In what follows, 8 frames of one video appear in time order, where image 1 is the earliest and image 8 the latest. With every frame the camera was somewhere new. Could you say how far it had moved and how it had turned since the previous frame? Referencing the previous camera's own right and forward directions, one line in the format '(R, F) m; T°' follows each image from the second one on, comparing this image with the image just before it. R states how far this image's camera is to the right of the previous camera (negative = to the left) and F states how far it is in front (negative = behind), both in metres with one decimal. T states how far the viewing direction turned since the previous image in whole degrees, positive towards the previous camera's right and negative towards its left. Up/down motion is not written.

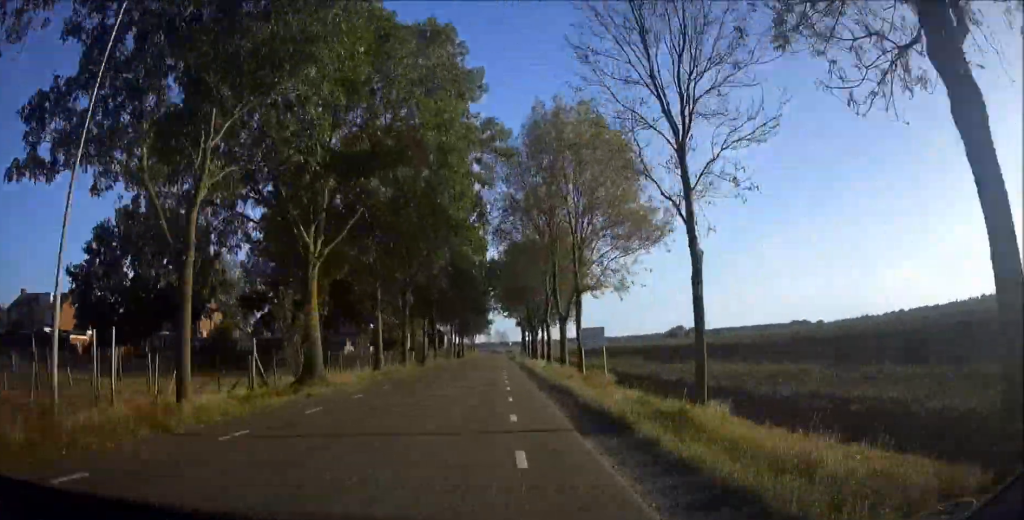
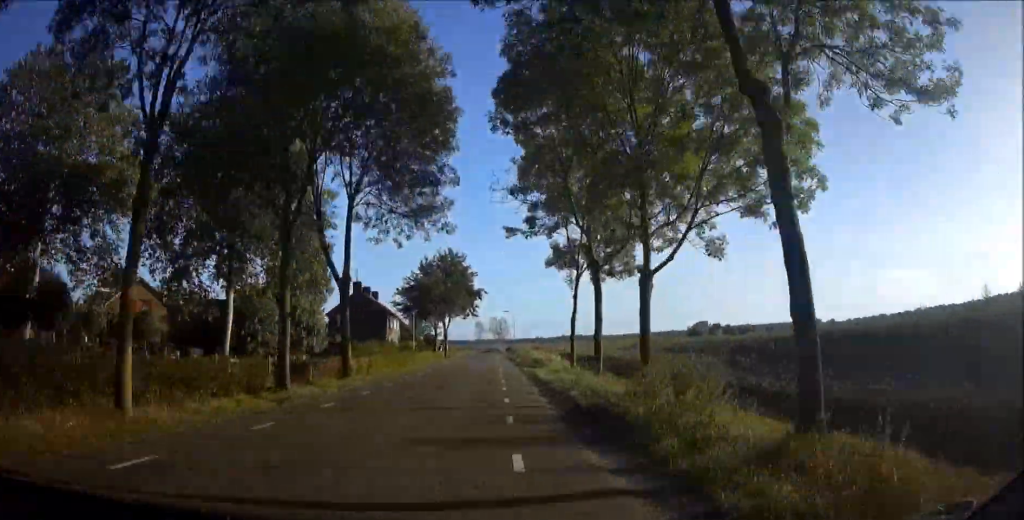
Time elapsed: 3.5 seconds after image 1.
(+0.3, +75.2) m; +1°
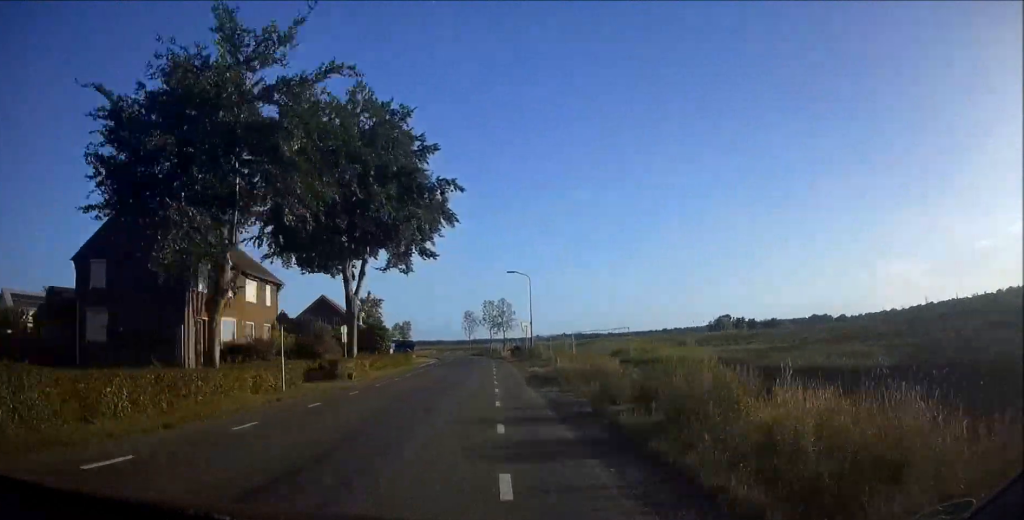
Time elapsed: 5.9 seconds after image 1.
(+0.1, +51.7) m; -1°
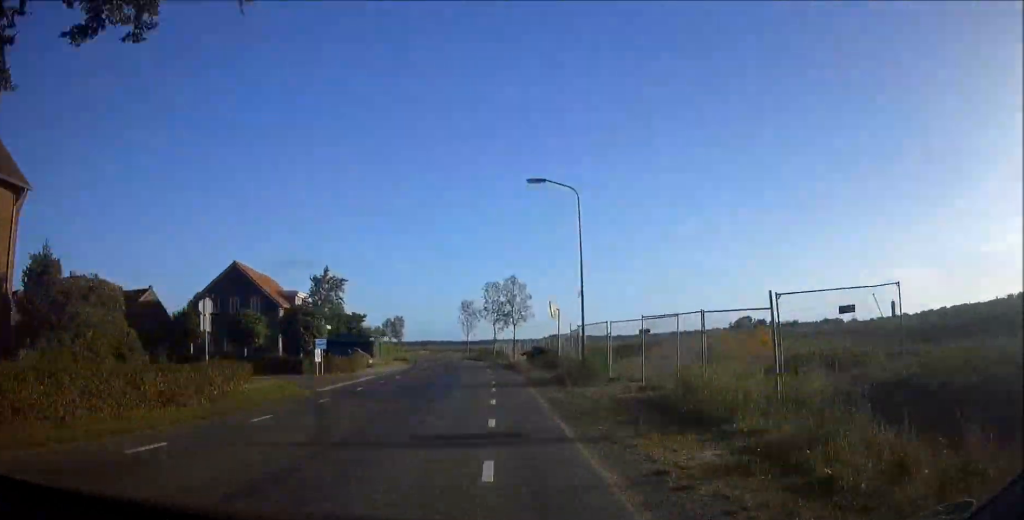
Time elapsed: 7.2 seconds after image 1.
(0.0, +27.3) m; -2°
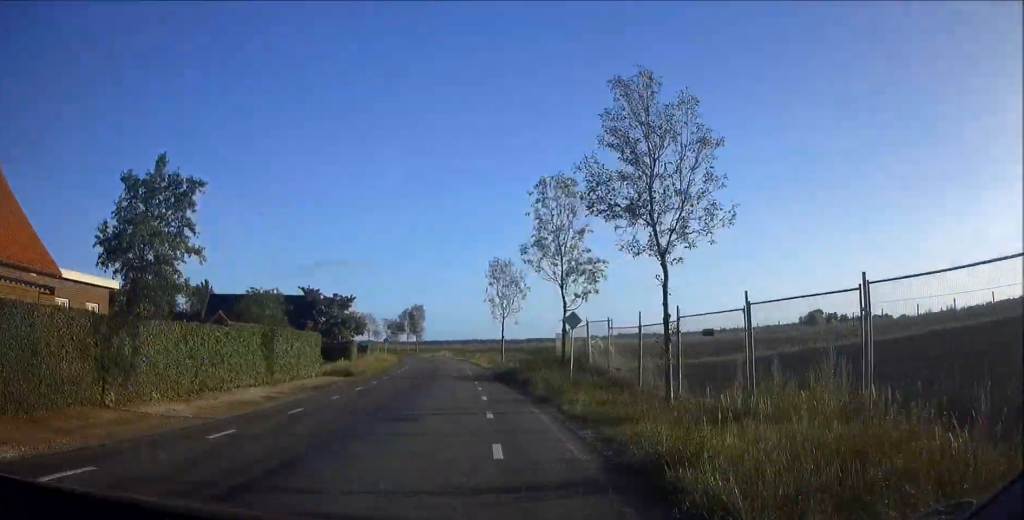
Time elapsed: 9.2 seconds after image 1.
(-1.6, +43.1) m; -6°
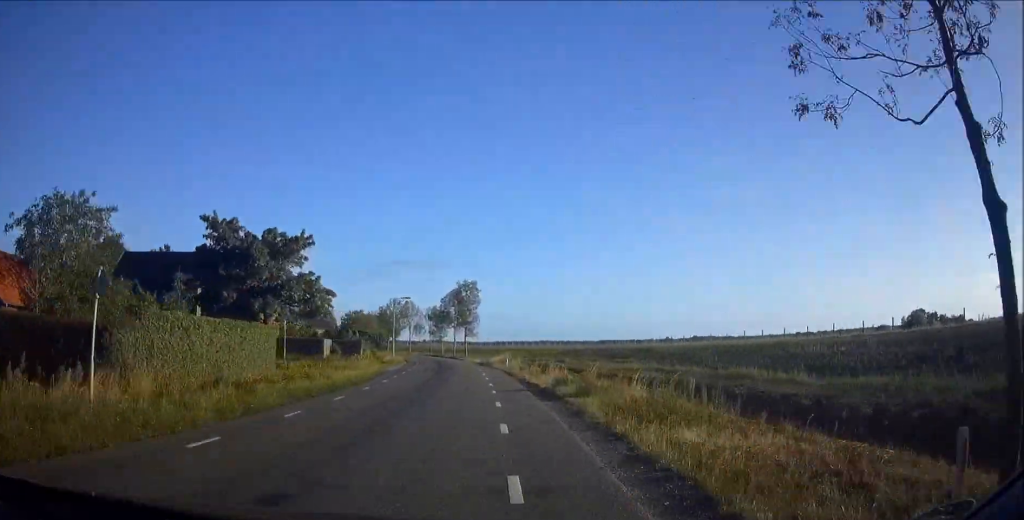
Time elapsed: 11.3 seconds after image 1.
(-3.0, +46.5) m; -7°
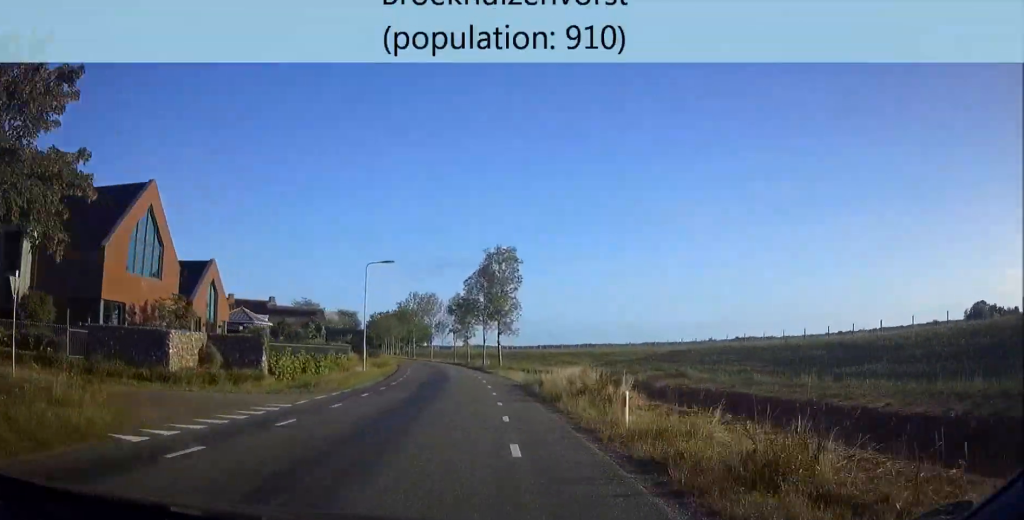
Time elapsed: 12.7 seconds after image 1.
(-0.7, +29.5) m; -4°
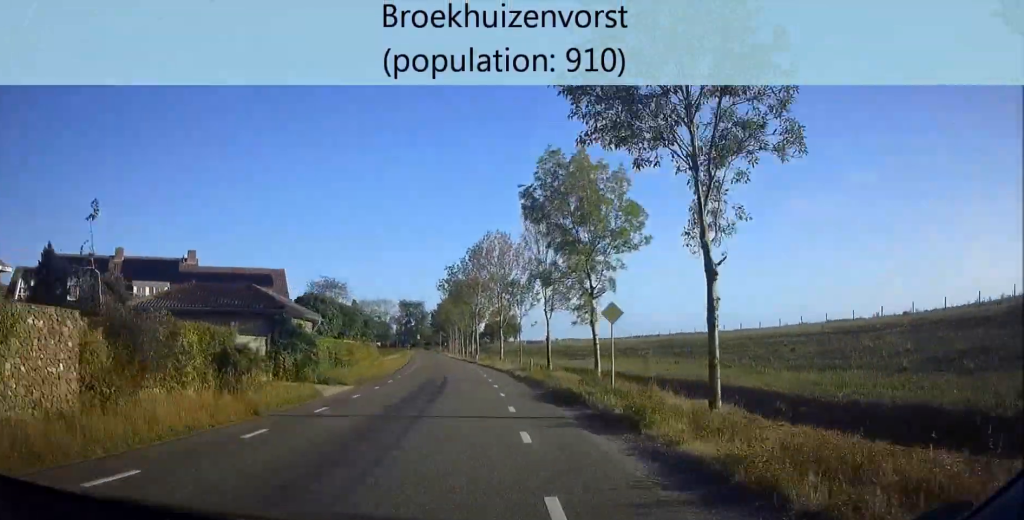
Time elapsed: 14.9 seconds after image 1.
(-3.1, +50.5) m; -7°
